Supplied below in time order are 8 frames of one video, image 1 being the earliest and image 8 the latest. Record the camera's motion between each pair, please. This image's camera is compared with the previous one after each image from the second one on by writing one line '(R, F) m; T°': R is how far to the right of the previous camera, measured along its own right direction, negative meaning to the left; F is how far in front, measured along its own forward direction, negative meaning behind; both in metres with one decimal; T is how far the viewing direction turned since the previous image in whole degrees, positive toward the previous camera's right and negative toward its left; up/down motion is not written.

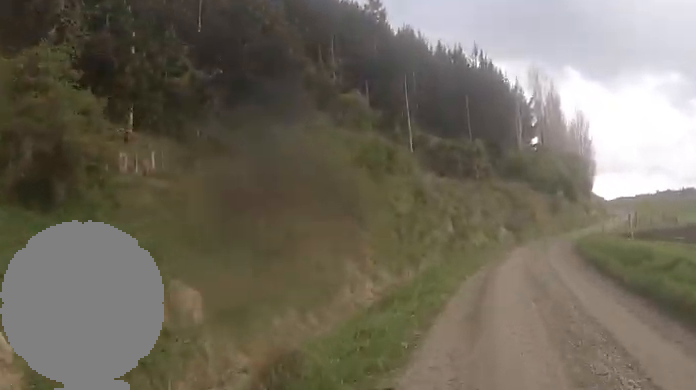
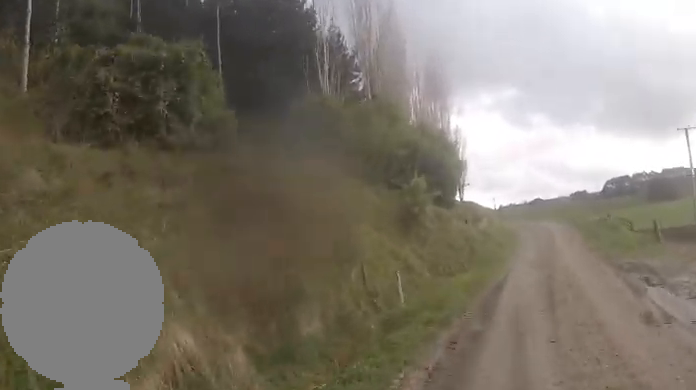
(+5.0, +30.5) m; +17°
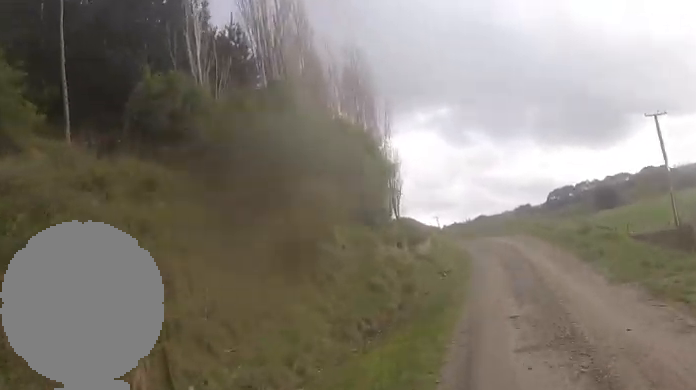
(-0.4, +8.1) m; +1°
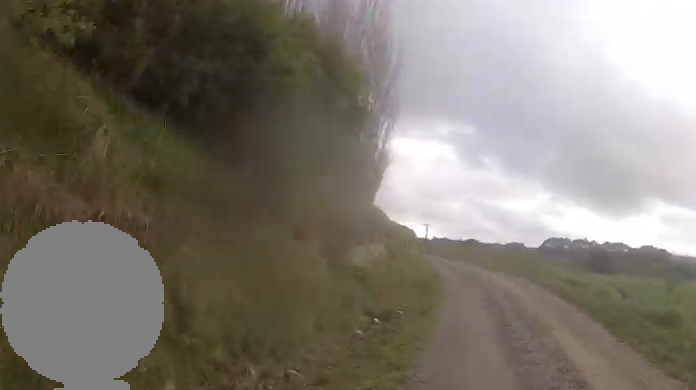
(-0.3, +10.1) m; 0°
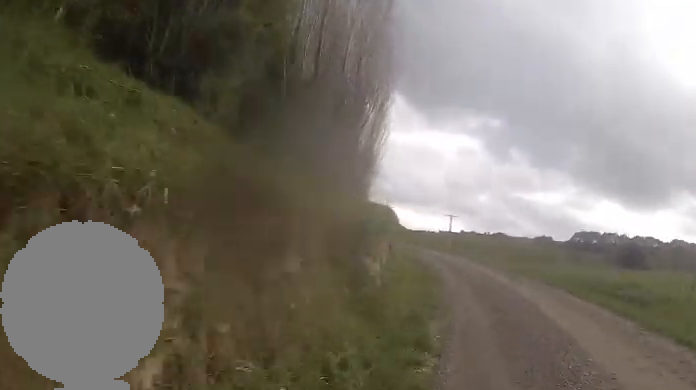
(+0.9, +11.4) m; -1°
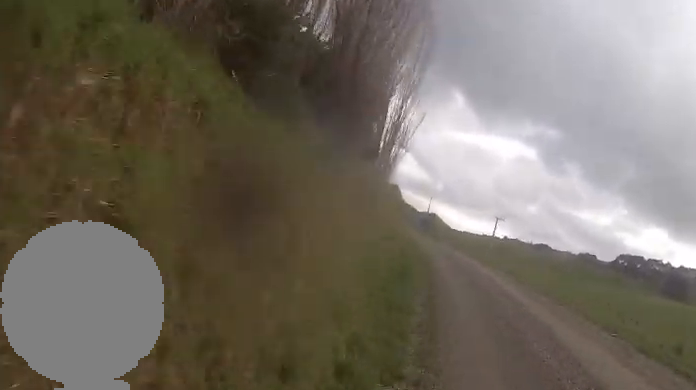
(-1.0, +10.9) m; -4°
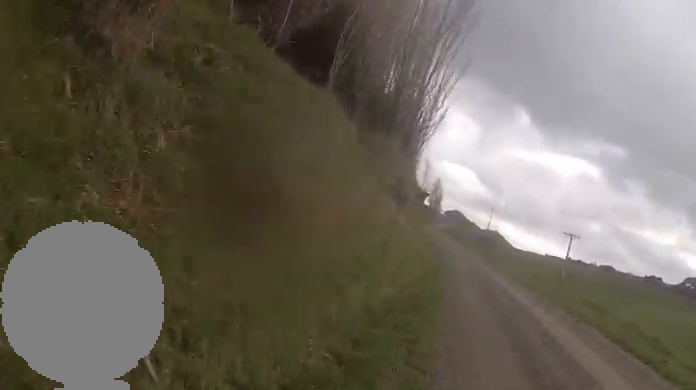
(-0.3, +13.8) m; -1°
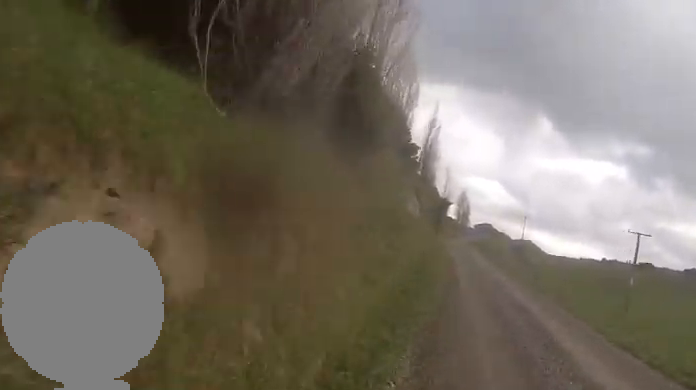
(0.0, +14.0) m; -1°
